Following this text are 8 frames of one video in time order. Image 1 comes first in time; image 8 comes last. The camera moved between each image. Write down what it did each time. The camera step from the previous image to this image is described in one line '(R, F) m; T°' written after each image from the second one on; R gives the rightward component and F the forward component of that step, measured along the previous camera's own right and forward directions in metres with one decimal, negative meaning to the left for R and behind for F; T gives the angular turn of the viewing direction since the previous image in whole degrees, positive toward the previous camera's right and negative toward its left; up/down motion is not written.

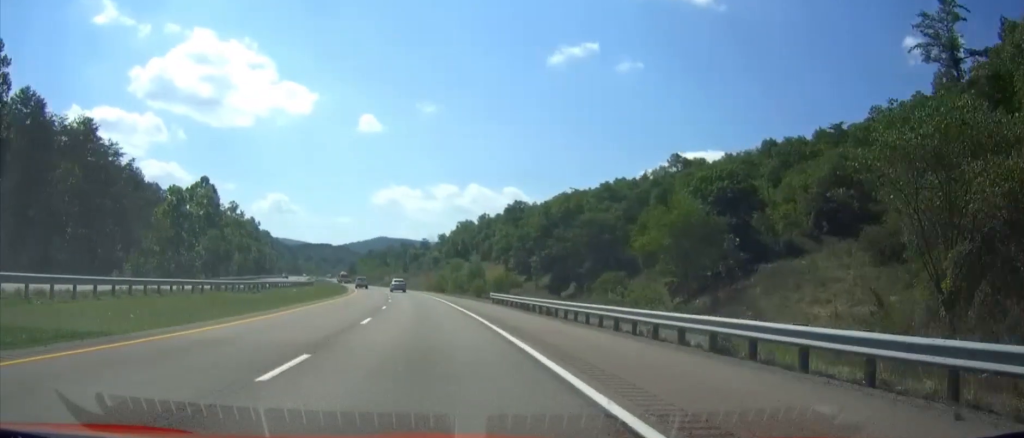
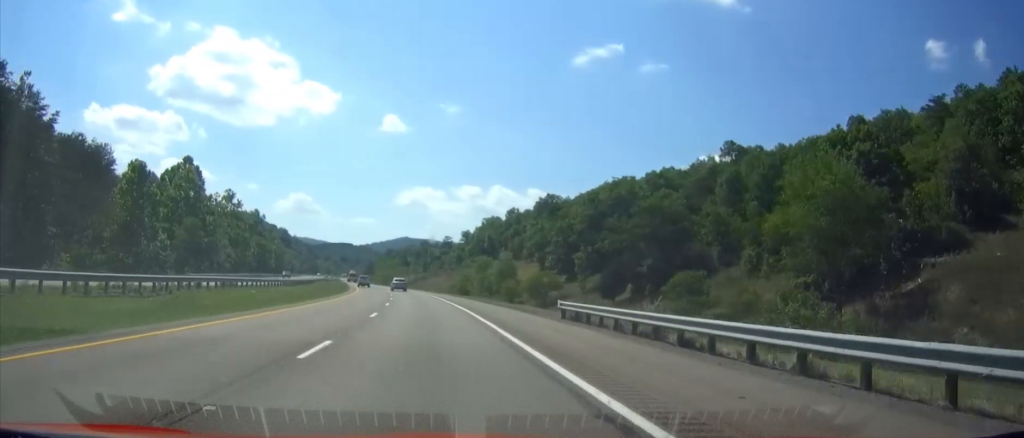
(-1.5, +22.6) m; -4°
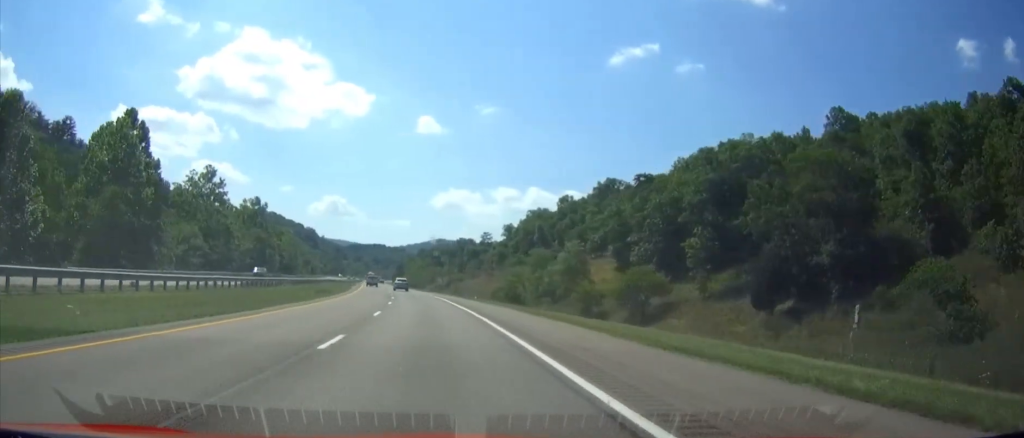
(0.0, +37.5) m; 0°
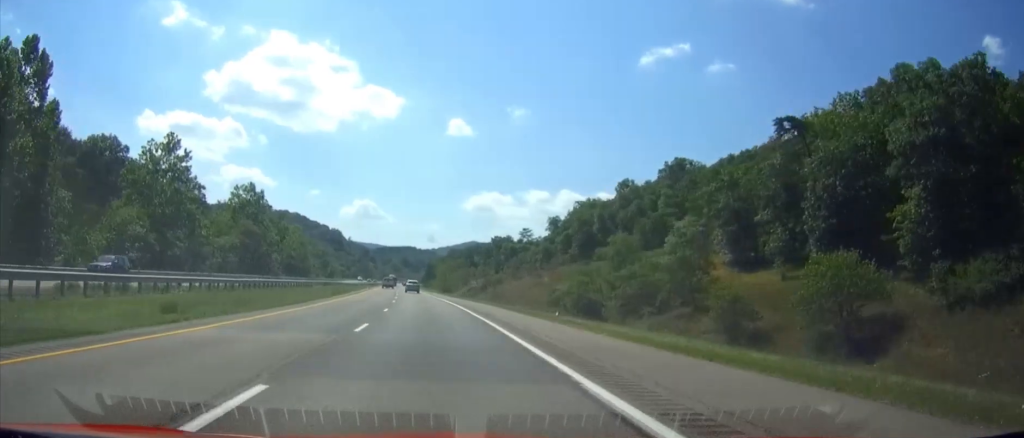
(0.0, +33.0) m; 0°
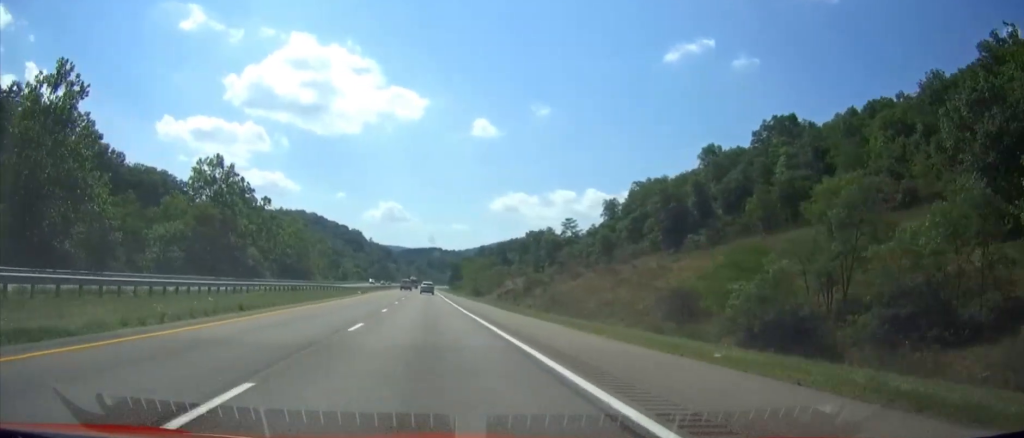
(0.0, +38.7) m; 0°
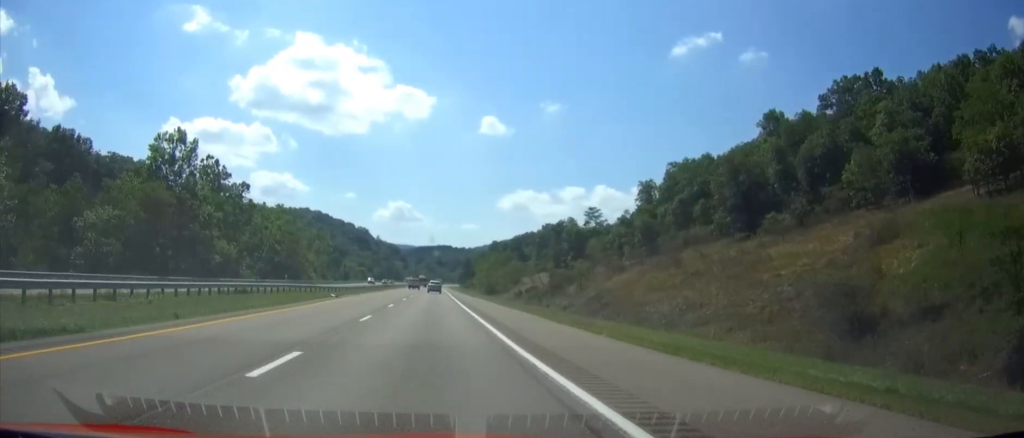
(0.0, +21.7) m; 0°
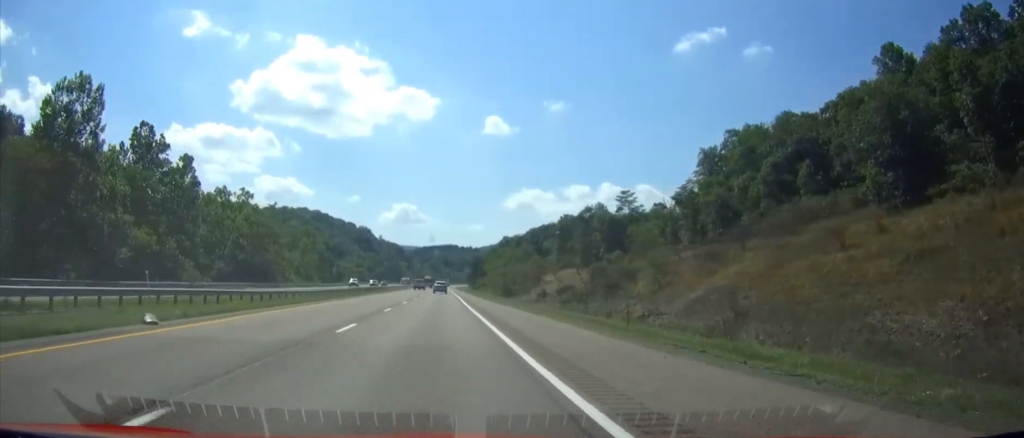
(0.0, +30.8) m; 0°
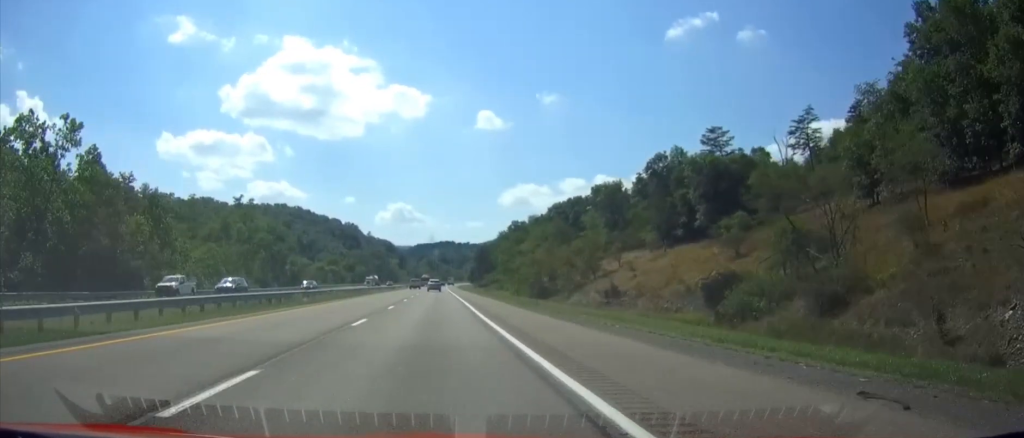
(0.0, +60.5) m; -1°
